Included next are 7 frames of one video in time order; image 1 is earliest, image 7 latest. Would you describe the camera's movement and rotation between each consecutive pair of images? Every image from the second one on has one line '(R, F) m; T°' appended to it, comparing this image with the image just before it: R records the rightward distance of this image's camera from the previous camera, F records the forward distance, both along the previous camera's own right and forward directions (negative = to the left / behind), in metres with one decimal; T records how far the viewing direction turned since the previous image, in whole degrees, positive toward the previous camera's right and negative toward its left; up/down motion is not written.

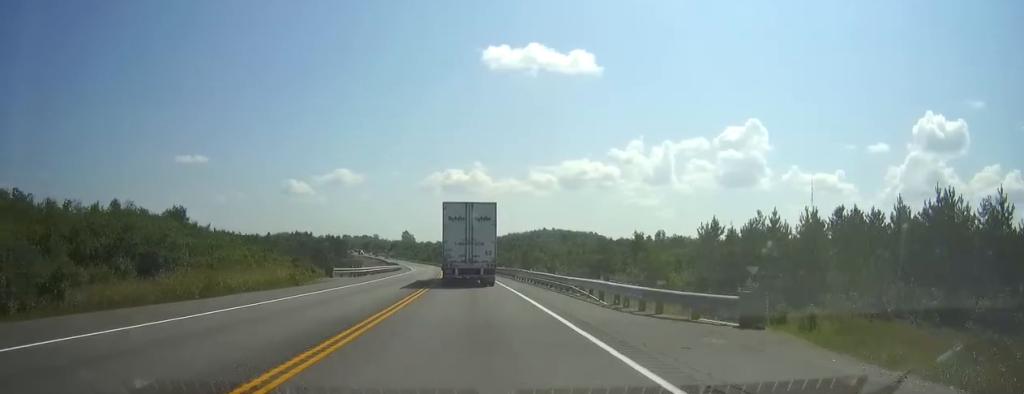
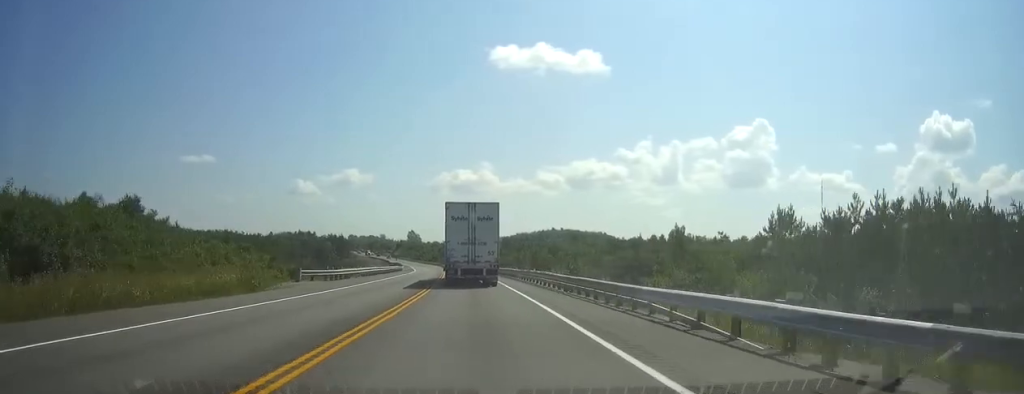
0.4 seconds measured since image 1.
(-0.1, +11.9) m; -1°
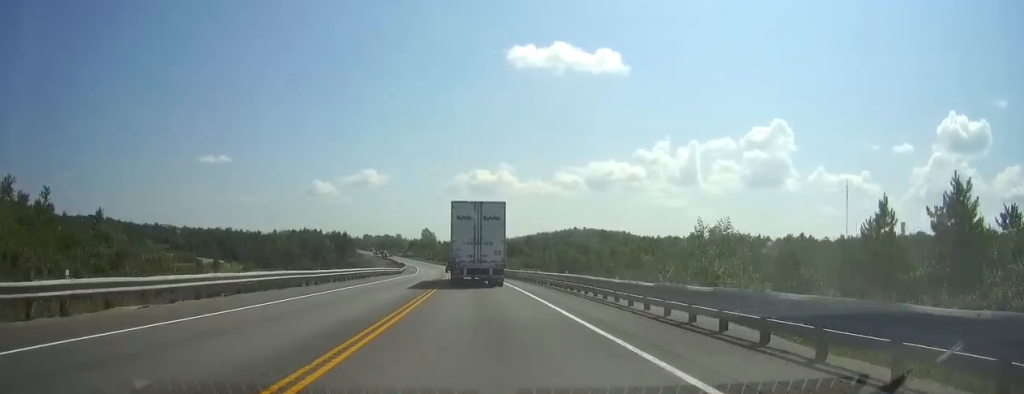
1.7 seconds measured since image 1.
(-0.4, +34.8) m; -2°
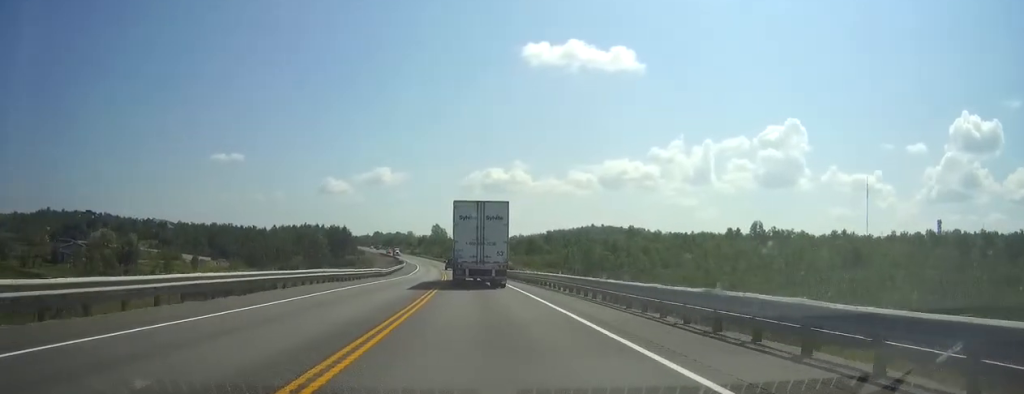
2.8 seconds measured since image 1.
(-0.5, +31.4) m; -1°
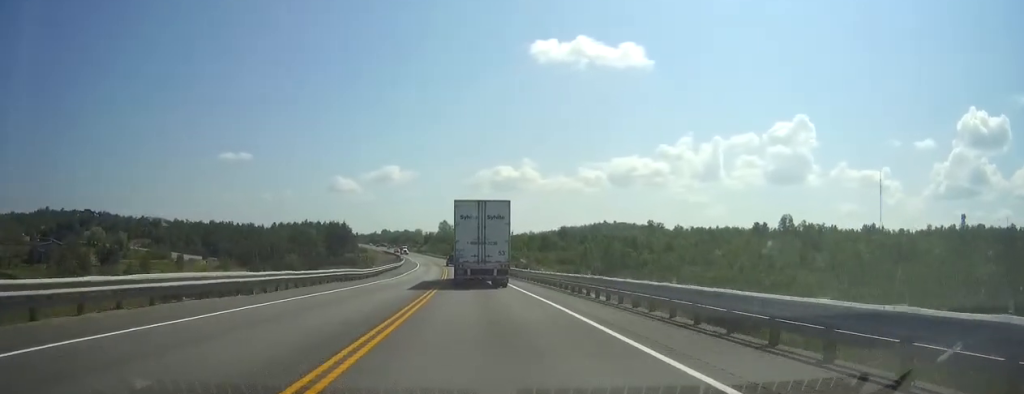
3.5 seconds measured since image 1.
(0.0, +19.4) m; -1°
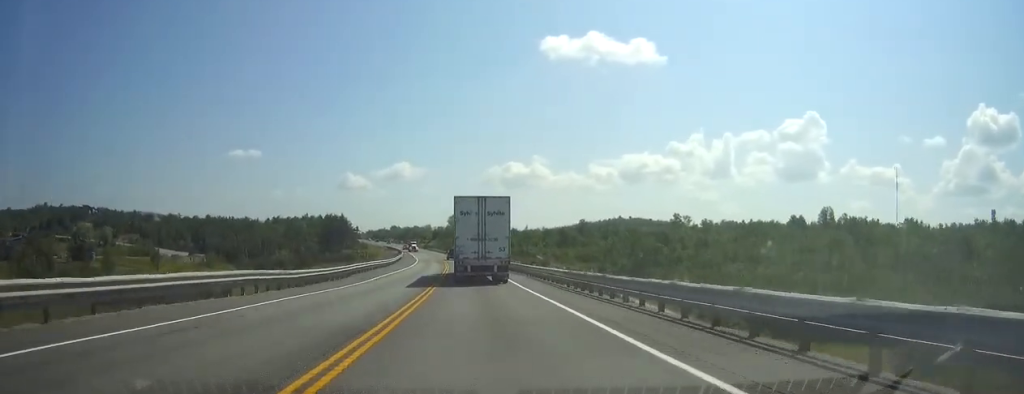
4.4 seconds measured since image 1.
(-0.2, +24.0) m; -1°
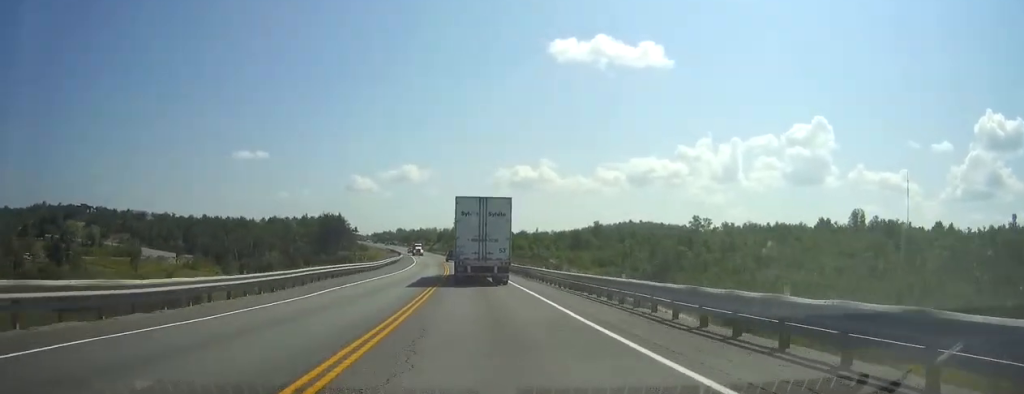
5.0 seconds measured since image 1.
(-0.1, +16.6) m; -1°
